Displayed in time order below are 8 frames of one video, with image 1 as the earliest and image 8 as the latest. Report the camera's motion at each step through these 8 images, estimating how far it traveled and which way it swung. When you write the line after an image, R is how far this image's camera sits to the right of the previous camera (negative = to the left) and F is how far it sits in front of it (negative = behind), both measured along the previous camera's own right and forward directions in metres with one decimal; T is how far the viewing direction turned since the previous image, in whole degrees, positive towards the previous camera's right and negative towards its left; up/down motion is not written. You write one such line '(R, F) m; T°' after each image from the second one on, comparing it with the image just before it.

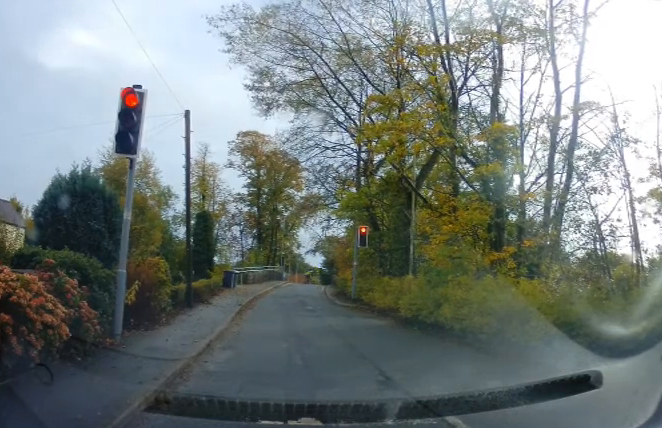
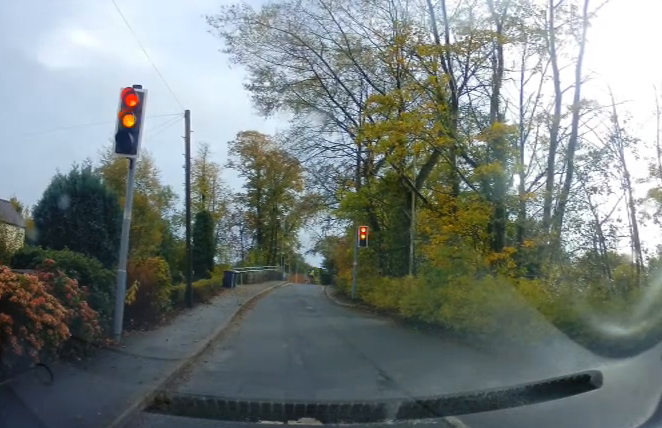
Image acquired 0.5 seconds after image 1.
(0.0, 0.0) m; 0°
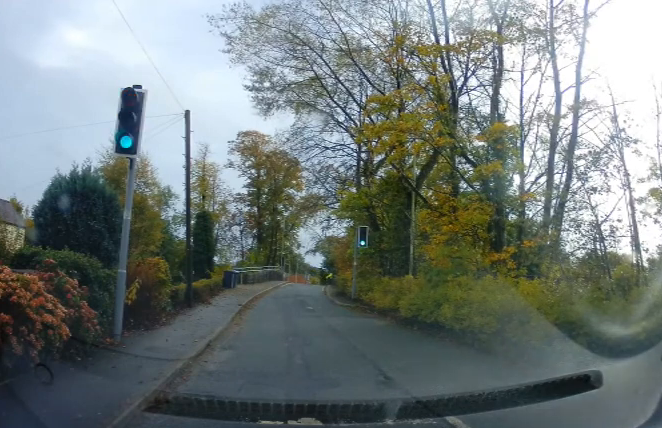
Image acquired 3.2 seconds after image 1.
(0.0, +0.2) m; 0°
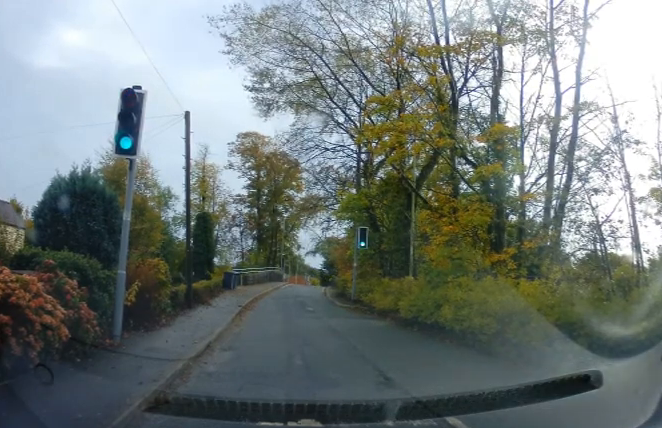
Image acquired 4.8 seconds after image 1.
(0.0, +0.2) m; 0°
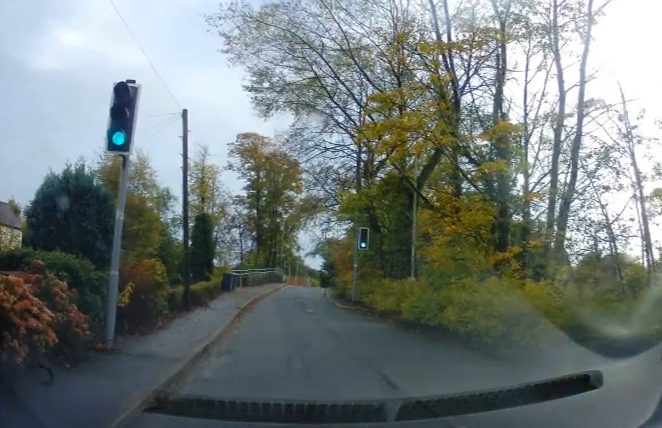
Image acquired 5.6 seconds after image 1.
(0.0, +0.5) m; -1°
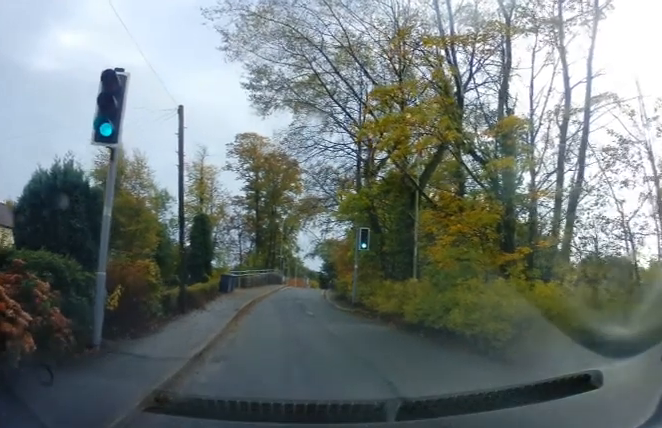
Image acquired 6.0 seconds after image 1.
(0.0, +0.6) m; -1°
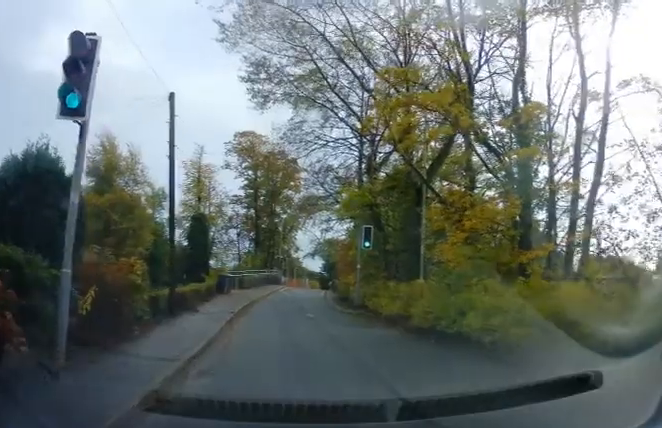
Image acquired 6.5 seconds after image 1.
(0.0, +1.1) m; -1°
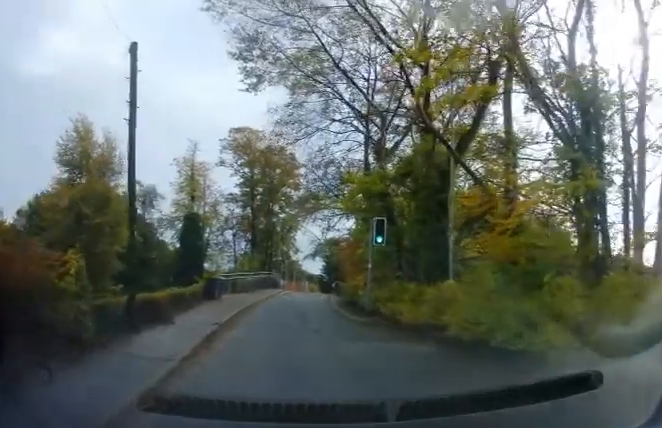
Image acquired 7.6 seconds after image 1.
(-0.1, +3.7) m; -2°
